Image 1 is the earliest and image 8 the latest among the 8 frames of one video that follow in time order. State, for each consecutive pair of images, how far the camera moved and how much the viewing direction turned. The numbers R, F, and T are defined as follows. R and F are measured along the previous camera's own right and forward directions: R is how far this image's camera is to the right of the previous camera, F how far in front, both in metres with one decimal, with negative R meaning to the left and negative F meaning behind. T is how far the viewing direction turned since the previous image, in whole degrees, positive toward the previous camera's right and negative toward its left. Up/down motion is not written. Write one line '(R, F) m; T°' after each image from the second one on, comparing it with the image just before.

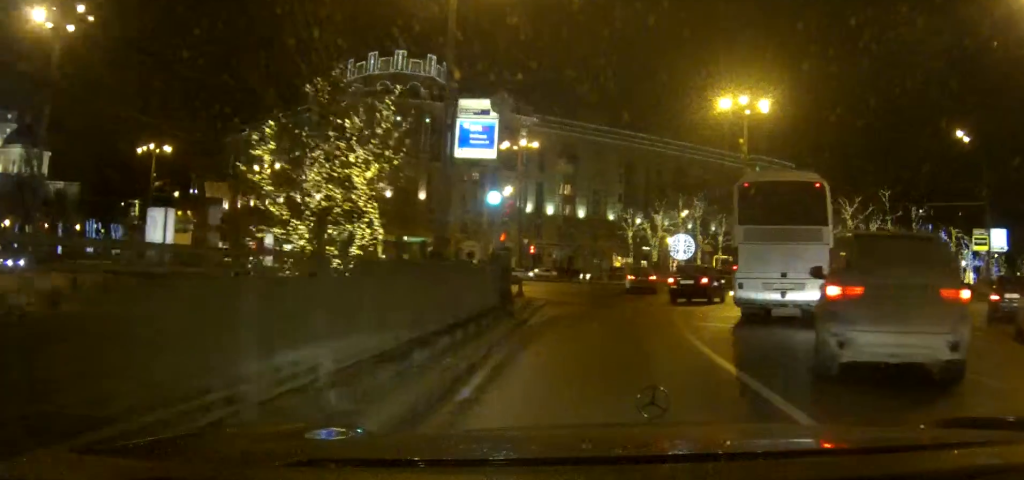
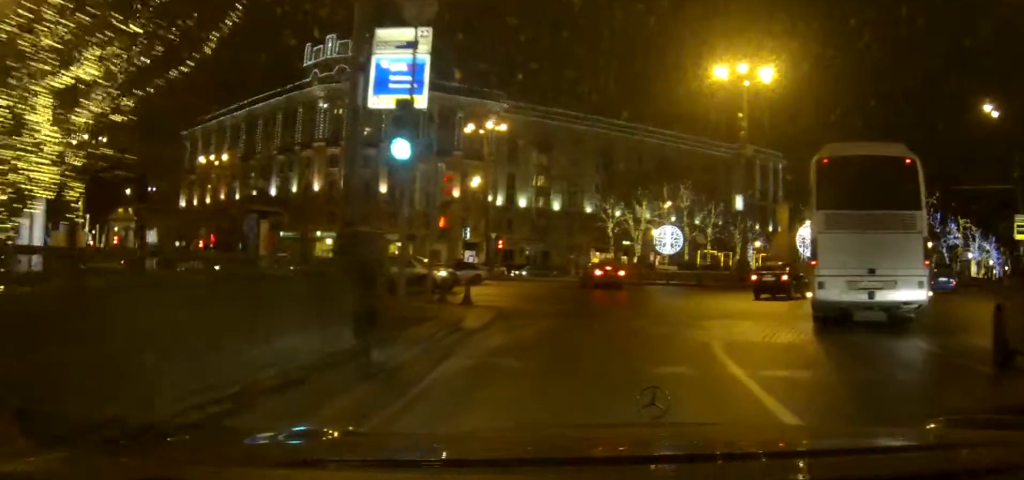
(+0.1, +7.6) m; +2°
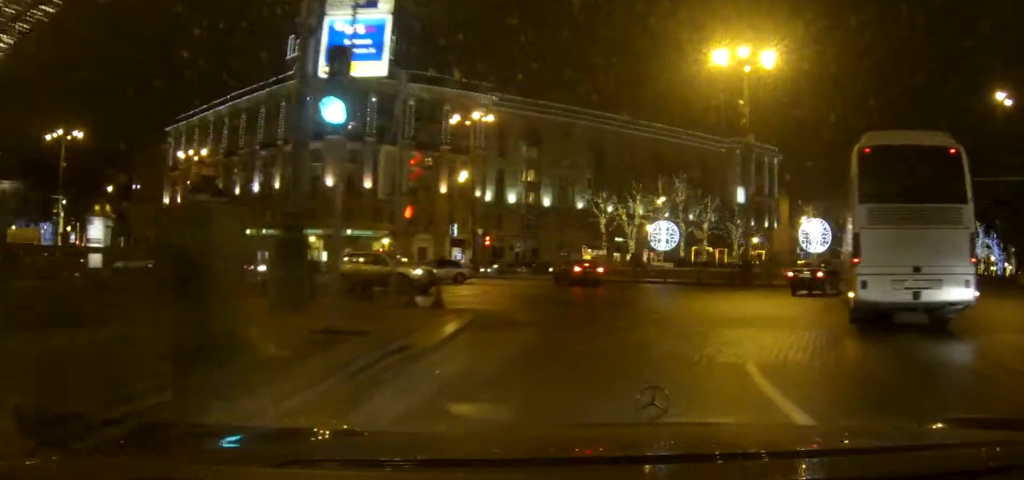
(0.0, +3.0) m; 0°
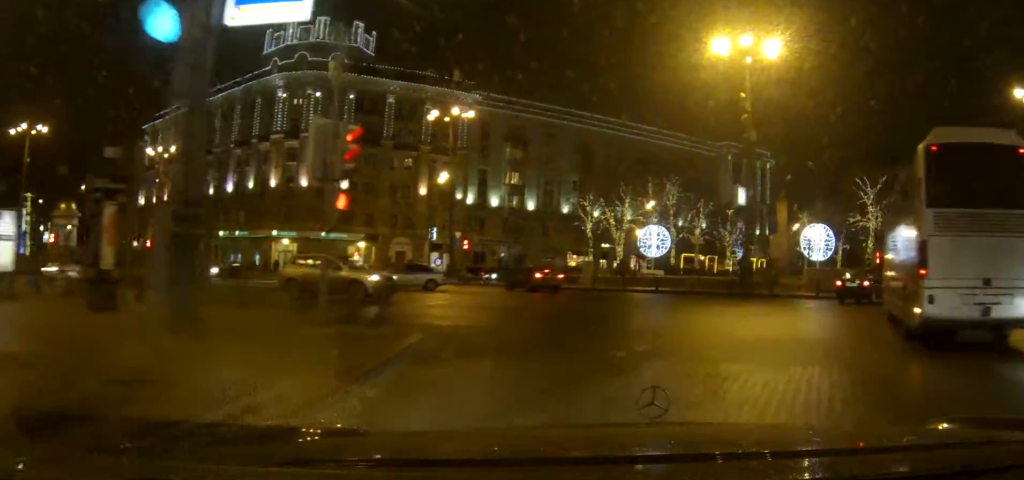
(+0.1, +3.7) m; 0°
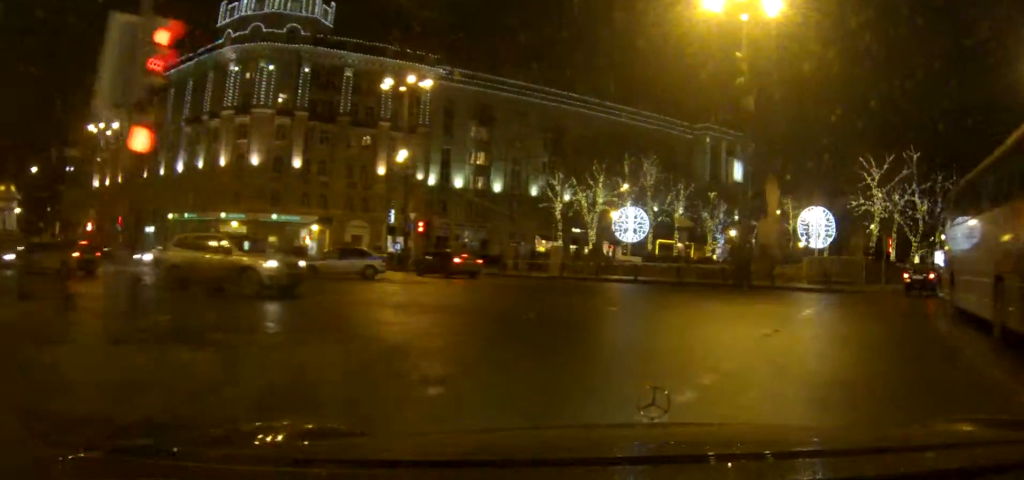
(-0.1, +5.2) m; +3°
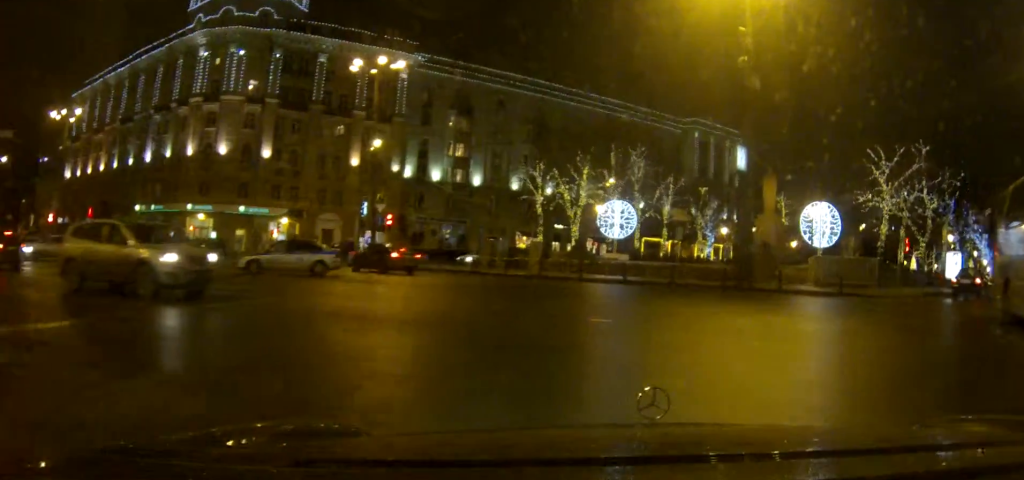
(0.0, +3.7) m; +3°
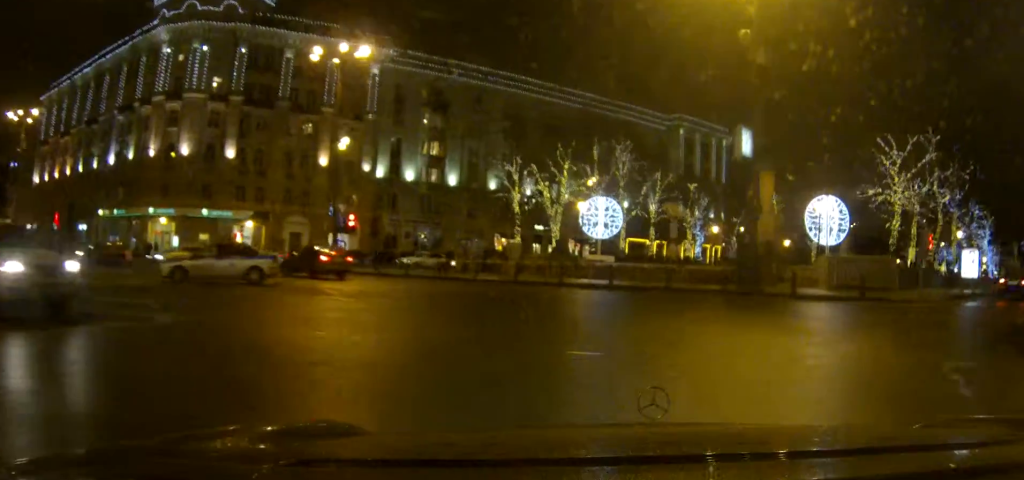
(+0.3, +4.2) m; +4°
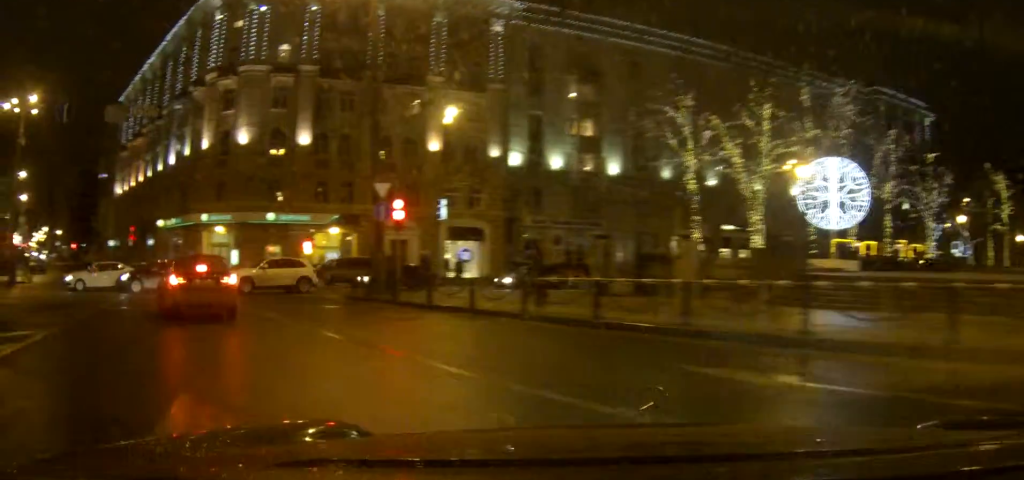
(-0.7, +20.7) m; -11°
